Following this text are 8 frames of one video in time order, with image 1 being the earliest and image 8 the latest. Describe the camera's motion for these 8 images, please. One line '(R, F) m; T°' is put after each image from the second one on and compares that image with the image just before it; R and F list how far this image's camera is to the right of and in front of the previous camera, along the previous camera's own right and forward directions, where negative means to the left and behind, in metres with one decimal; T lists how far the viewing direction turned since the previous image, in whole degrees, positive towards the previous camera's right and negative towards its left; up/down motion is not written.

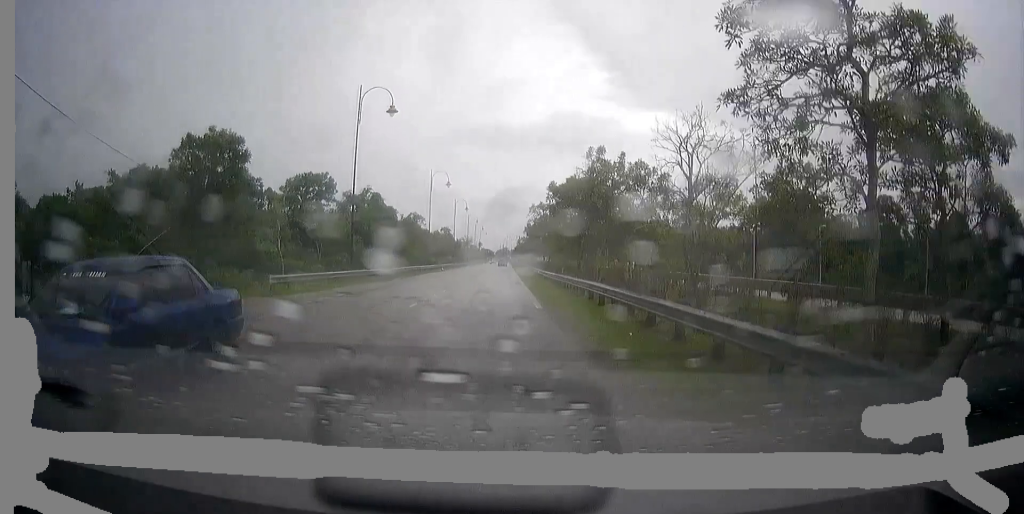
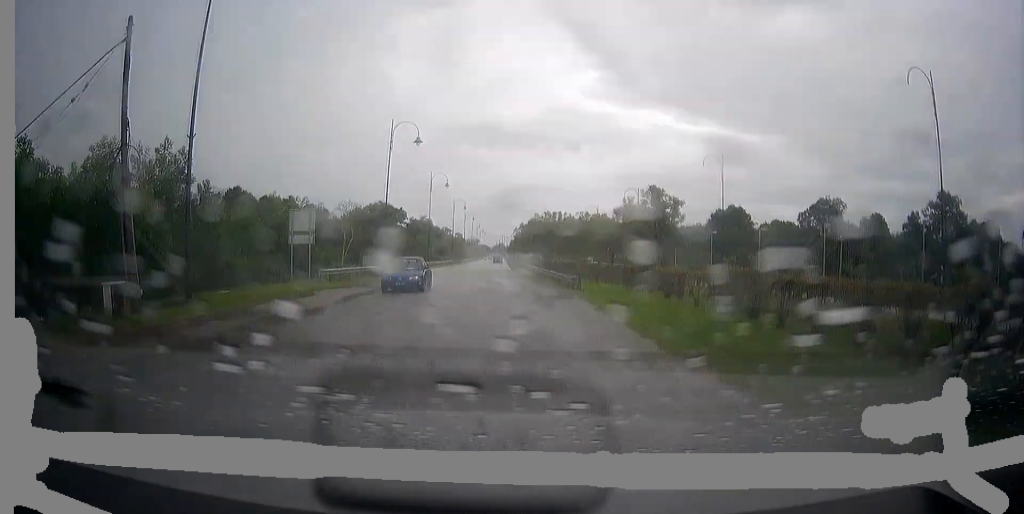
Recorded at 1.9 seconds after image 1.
(0.0, +45.2) m; 0°
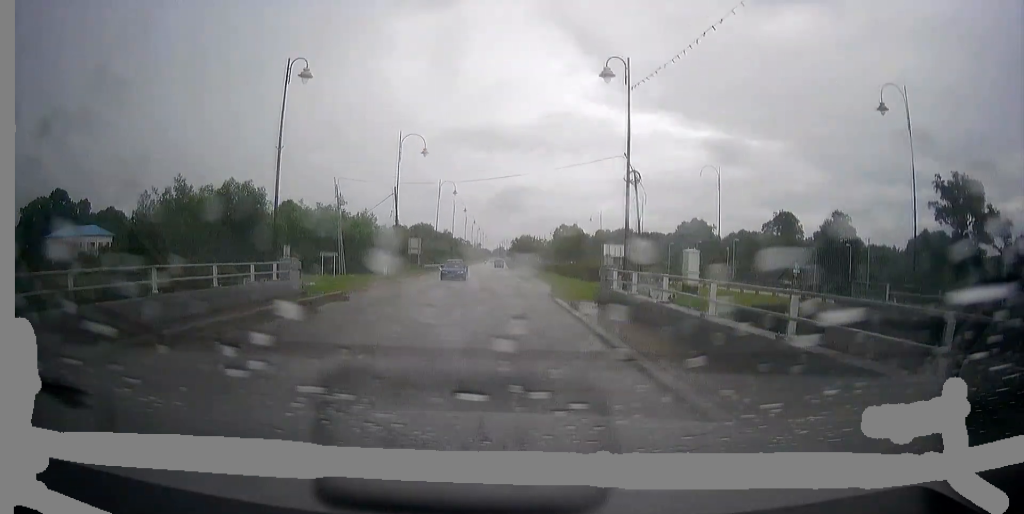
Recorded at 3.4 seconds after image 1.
(+0.1, +37.6) m; 0°
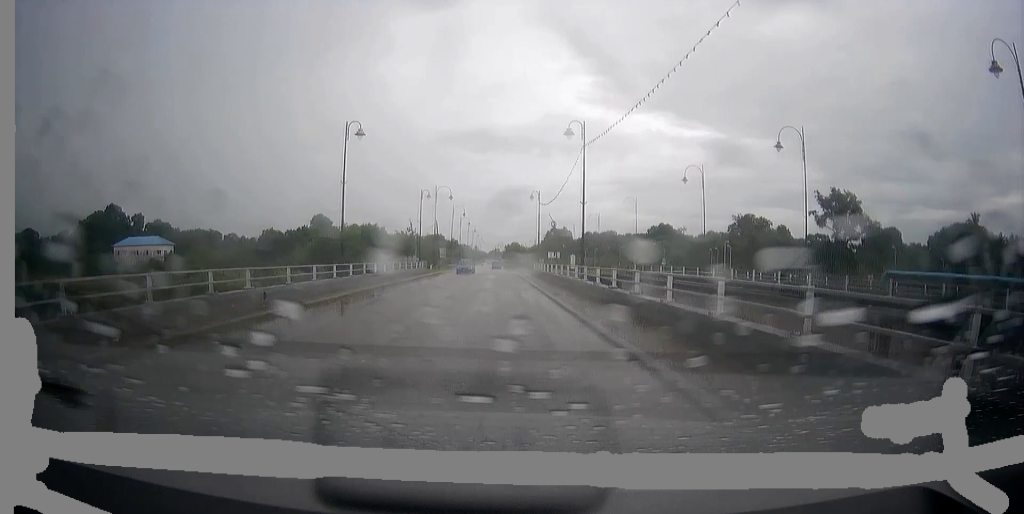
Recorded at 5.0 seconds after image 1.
(-0.3, +38.1) m; 0°
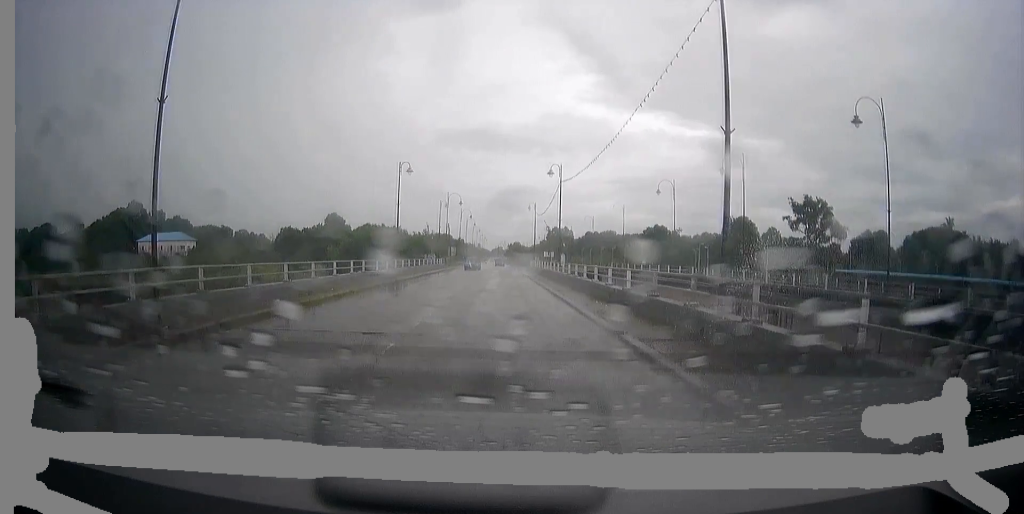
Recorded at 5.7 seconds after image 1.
(0.0, +14.9) m; 0°
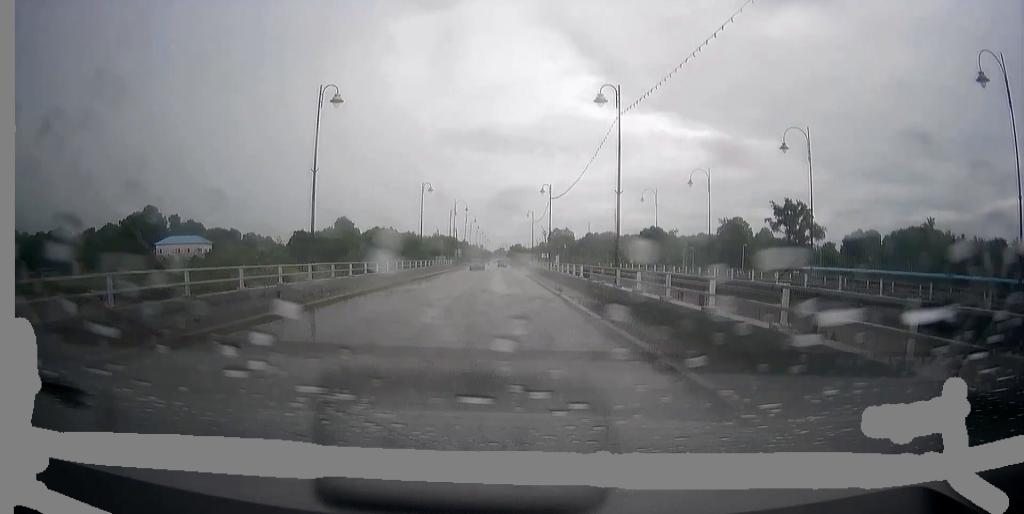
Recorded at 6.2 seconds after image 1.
(0.0, +12.5) m; 0°
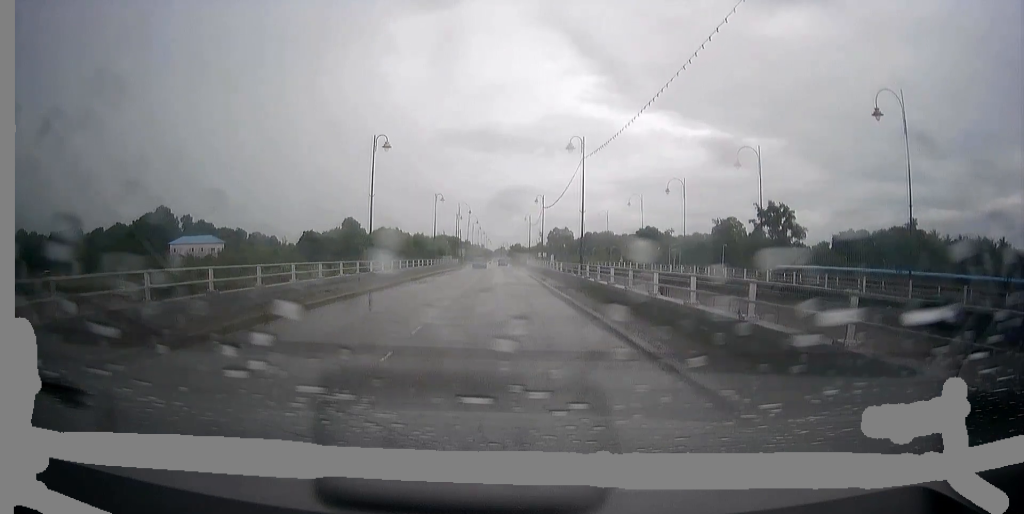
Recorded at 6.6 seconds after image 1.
(0.0, +10.1) m; 0°
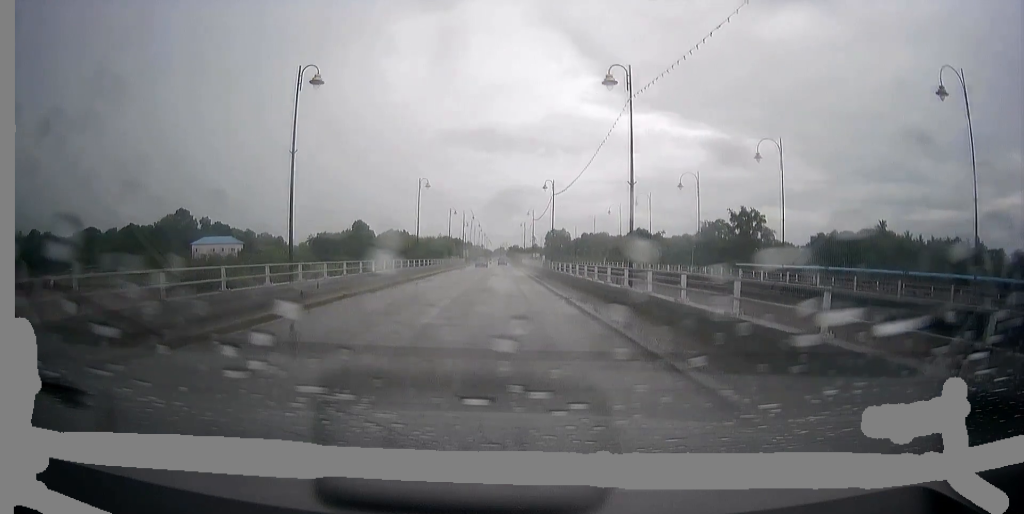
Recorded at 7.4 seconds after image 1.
(0.0, +18.7) m; 0°
